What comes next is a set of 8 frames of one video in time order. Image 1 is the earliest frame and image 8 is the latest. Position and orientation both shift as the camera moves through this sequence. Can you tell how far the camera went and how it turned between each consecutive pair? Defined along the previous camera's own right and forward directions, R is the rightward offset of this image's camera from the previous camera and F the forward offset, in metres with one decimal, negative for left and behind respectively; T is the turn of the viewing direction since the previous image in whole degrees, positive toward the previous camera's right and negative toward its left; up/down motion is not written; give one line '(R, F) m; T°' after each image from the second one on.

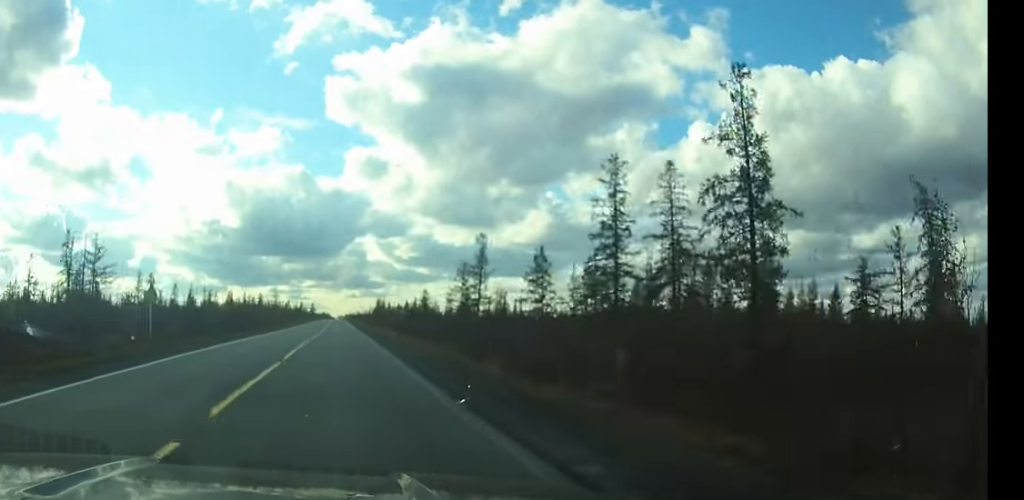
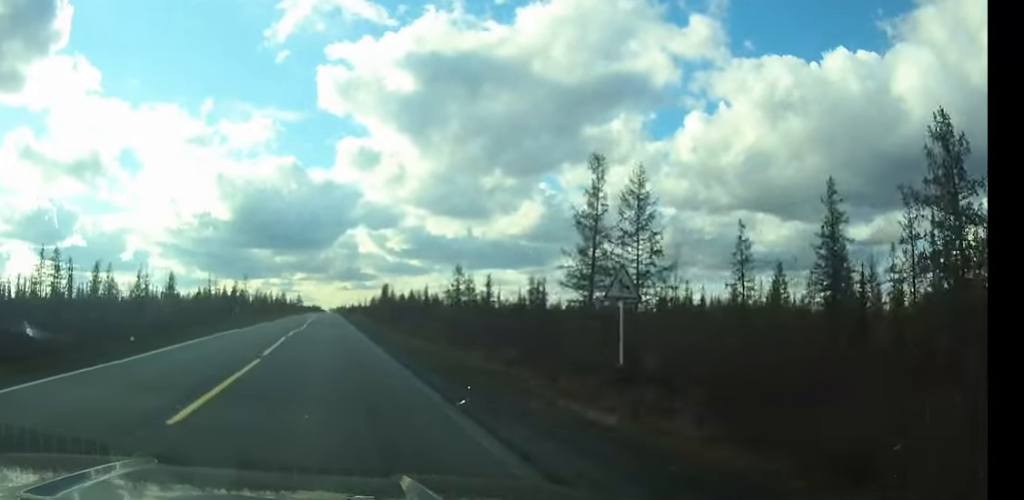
(+0.2, +49.8) m; 0°
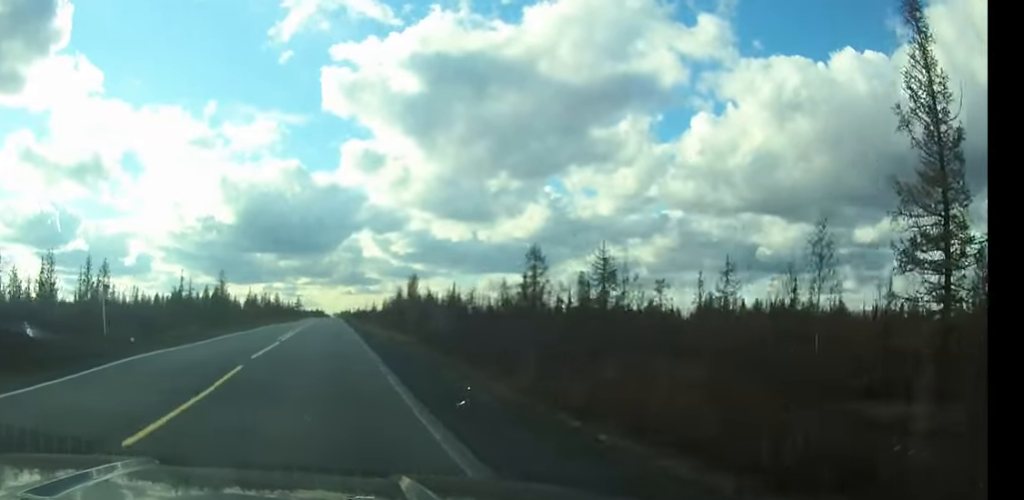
(-0.1, +39.4) m; 0°
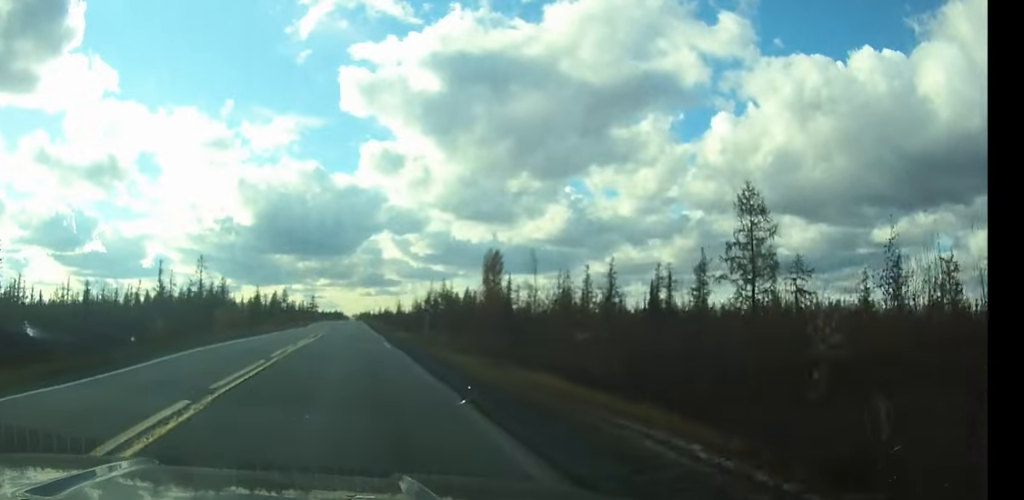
(-0.2, +34.0) m; 0°
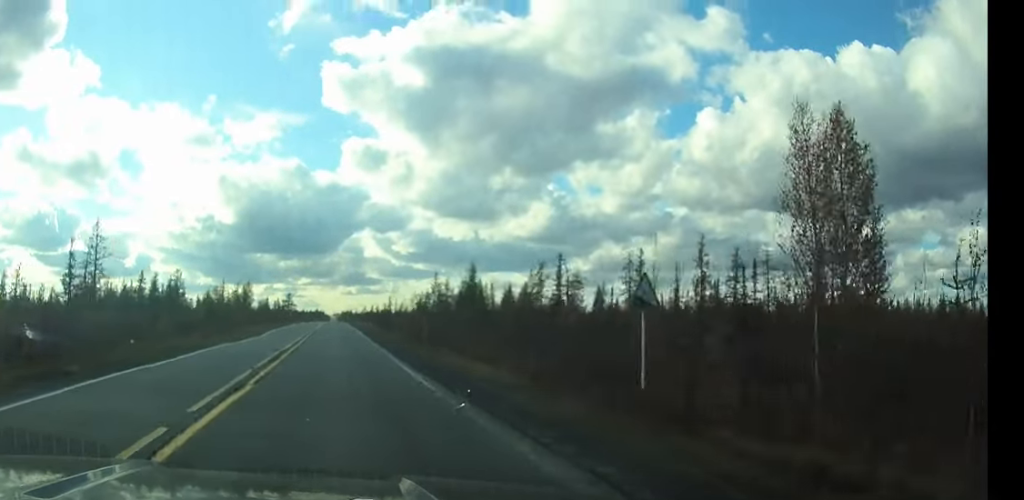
(+0.2, +36.0) m; 0°
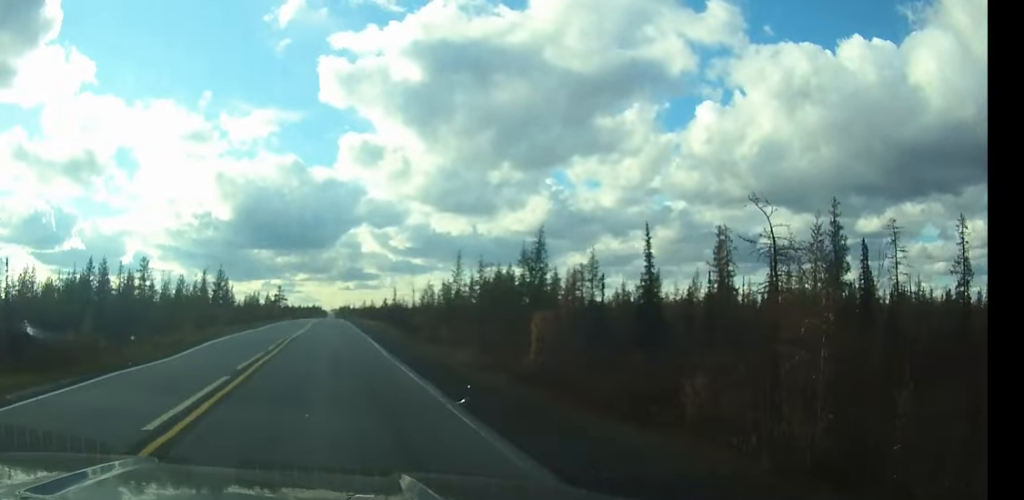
(+0.1, +24.7) m; 0°
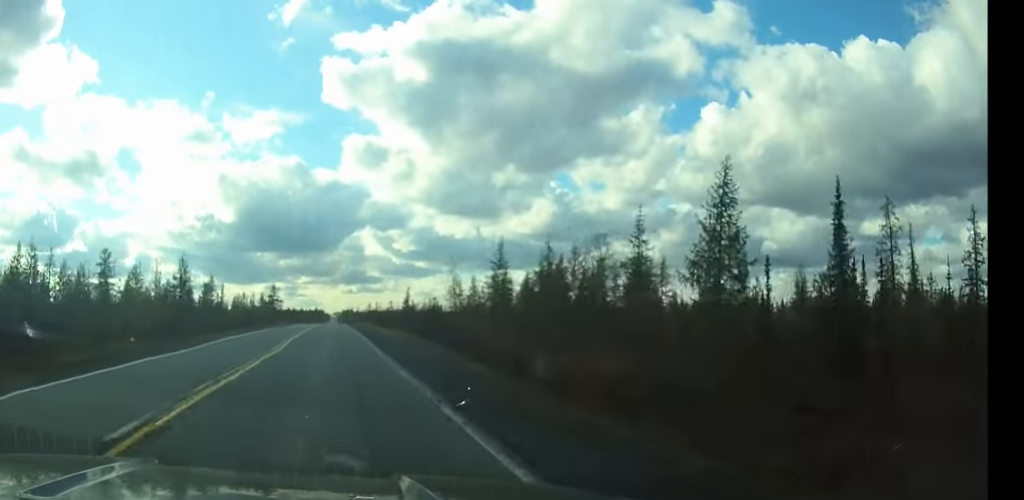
(0.0, +24.2) m; 0°
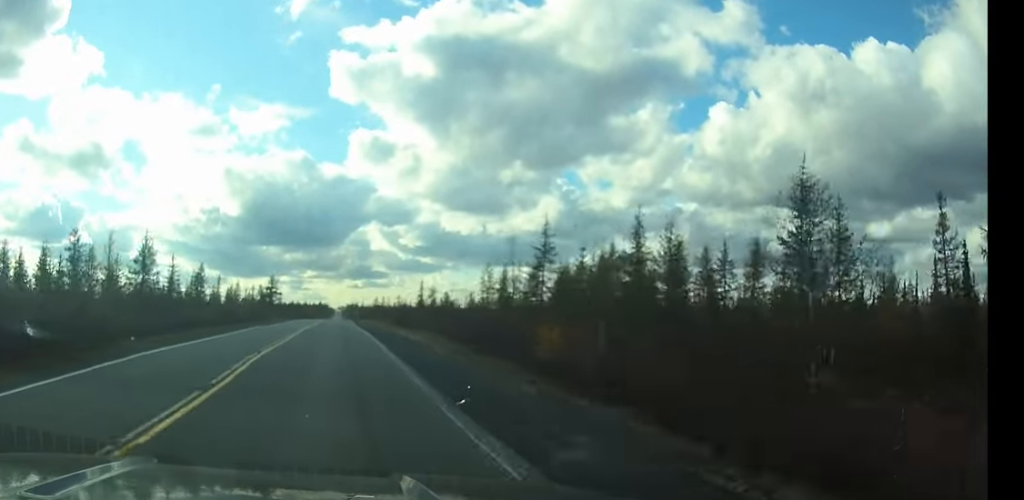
(-0.1, +15.5) m; 0°
